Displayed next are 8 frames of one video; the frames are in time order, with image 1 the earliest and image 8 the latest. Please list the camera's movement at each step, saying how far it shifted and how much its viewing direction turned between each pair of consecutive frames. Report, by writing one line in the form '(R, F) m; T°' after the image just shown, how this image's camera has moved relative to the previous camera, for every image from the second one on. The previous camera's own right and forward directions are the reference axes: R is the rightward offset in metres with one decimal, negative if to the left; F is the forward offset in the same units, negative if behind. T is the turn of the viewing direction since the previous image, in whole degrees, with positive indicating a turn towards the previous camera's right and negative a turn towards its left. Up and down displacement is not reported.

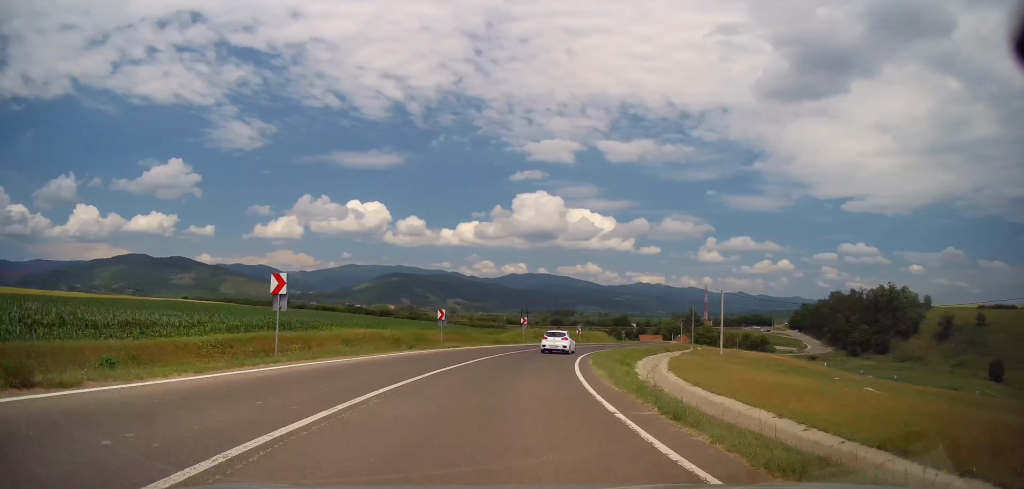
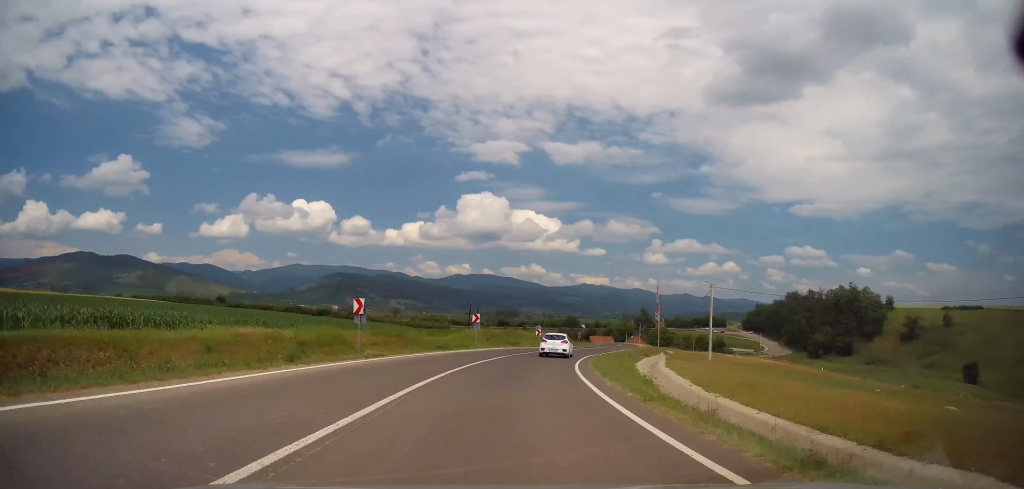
(+0.1, +12.3) m; +4°
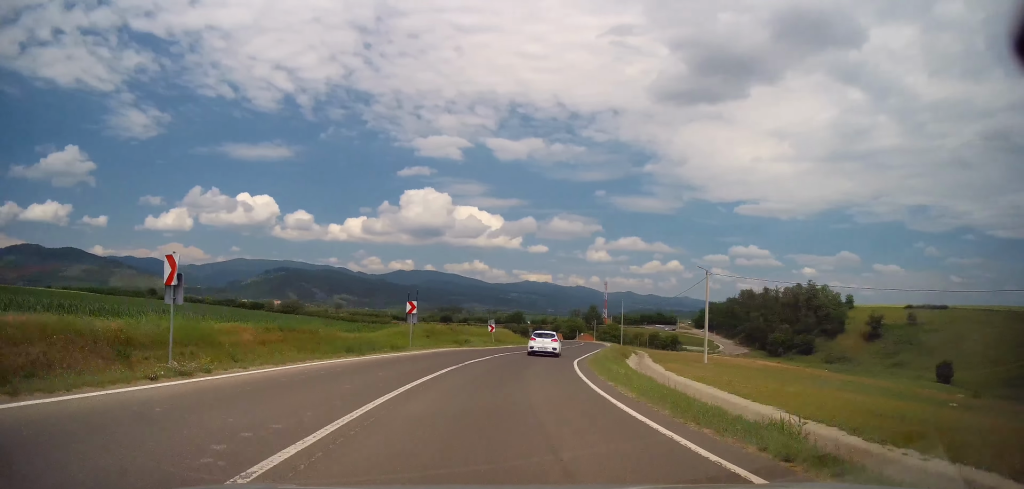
(+0.8, +11.9) m; +6°
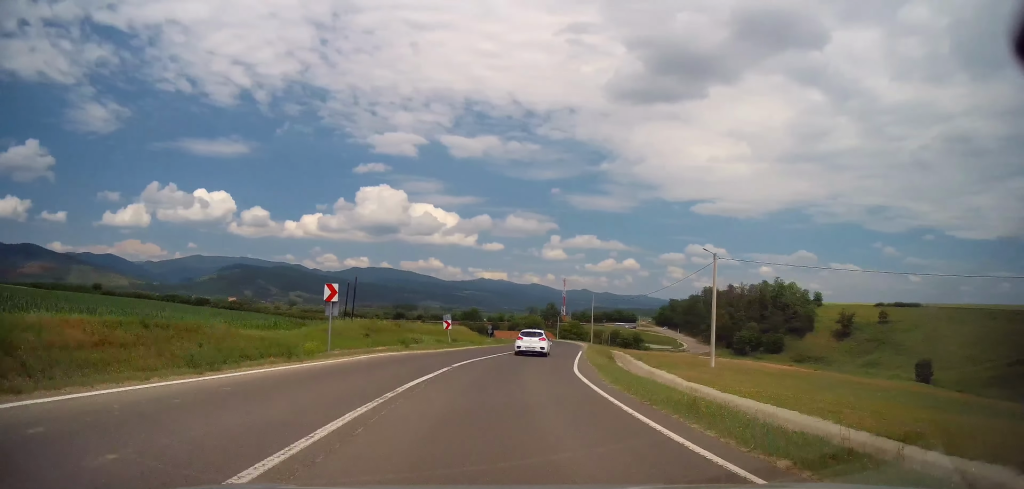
(+0.2, +9.4) m; +5°
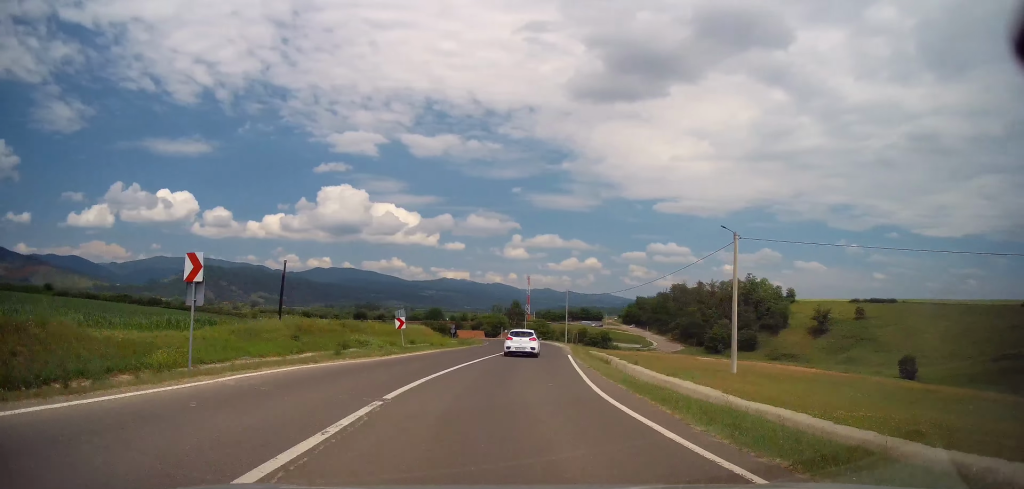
(+0.5, +8.4) m; +4°
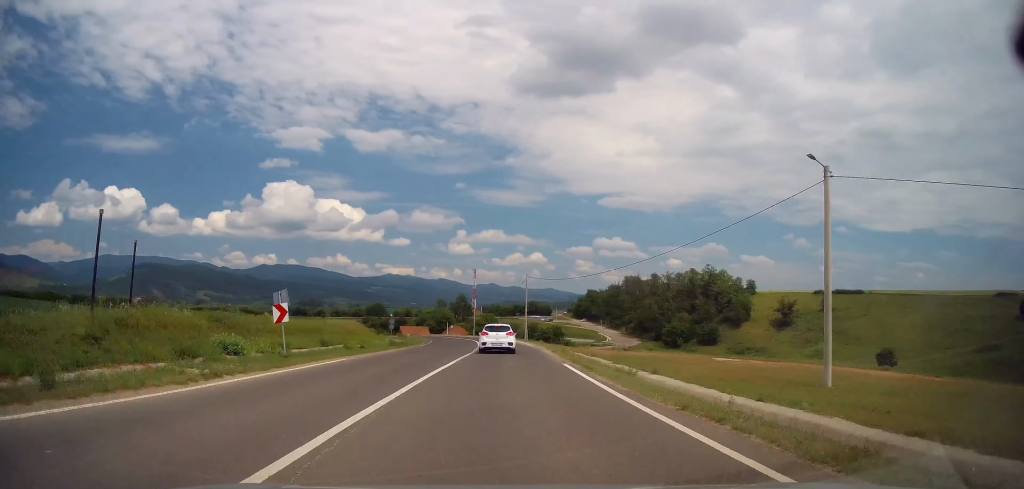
(+0.9, +13.5) m; +6°
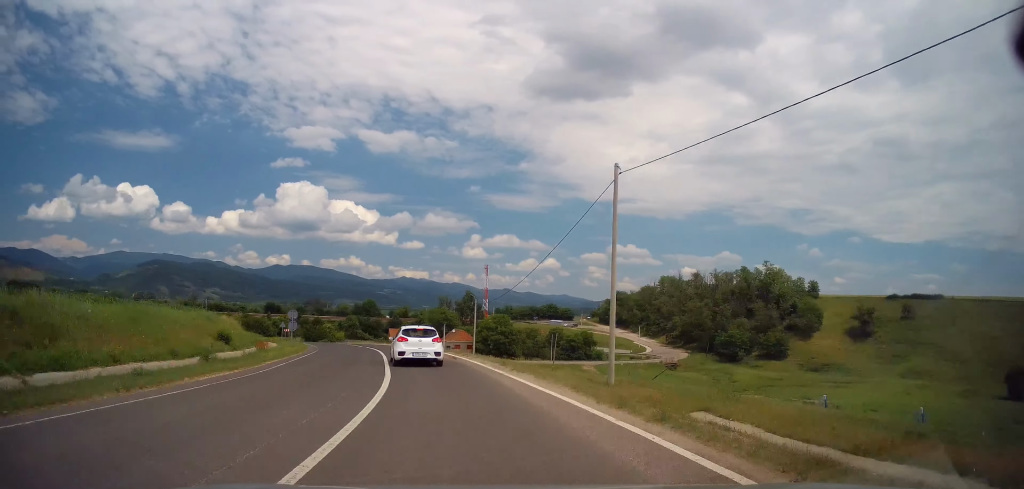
(+3.7, +44.3) m; +3°
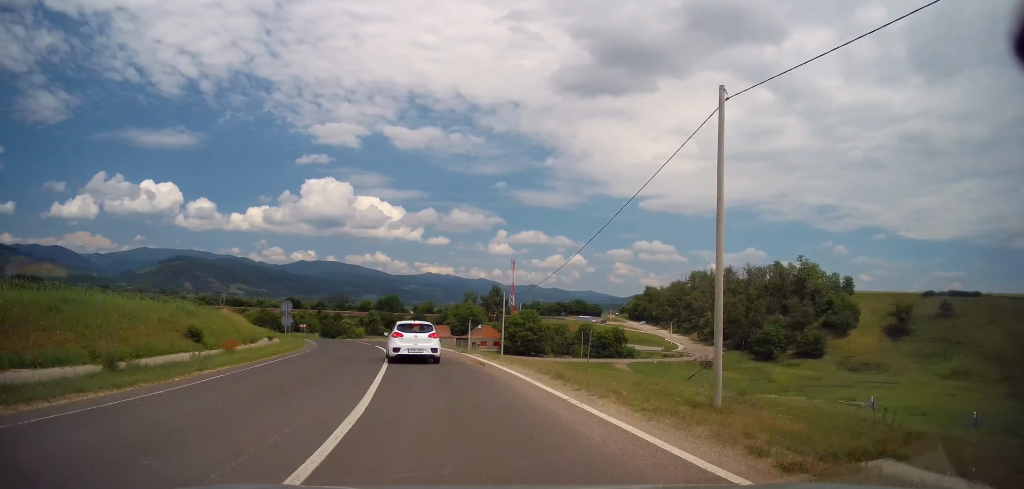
(-0.2, +7.2) m; -3°
